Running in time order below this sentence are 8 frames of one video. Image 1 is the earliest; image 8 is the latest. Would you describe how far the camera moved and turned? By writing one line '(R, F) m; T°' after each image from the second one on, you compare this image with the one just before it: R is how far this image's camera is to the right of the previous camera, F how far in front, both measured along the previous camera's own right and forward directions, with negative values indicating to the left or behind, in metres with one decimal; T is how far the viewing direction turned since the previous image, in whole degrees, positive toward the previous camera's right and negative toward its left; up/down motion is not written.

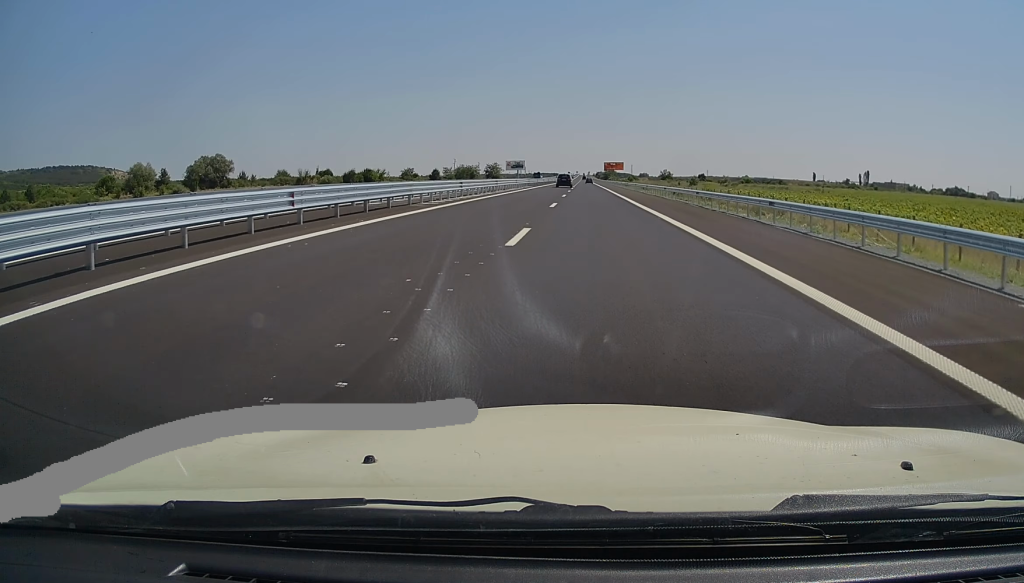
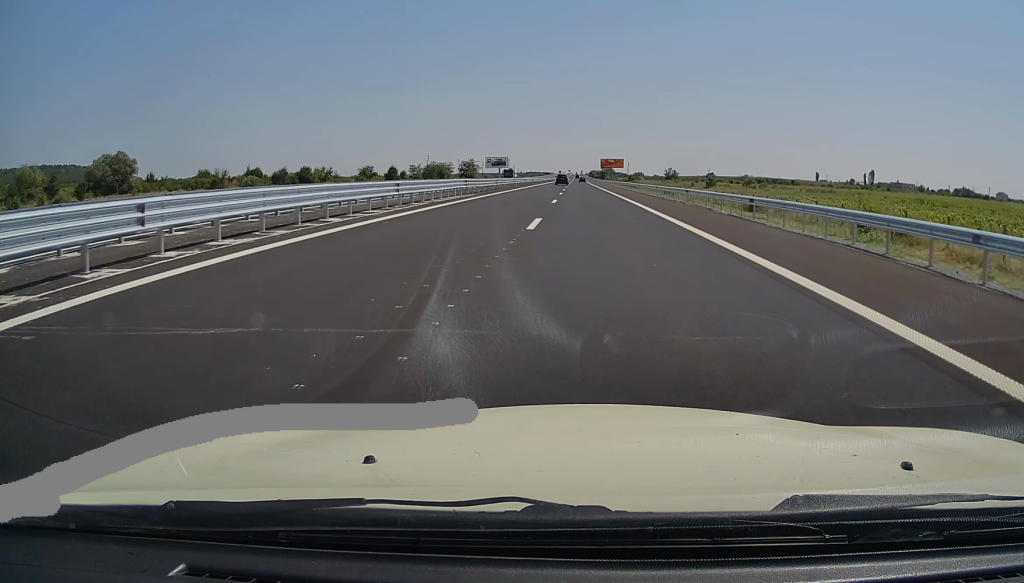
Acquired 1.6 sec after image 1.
(+0.5, +45.0) m; +1°
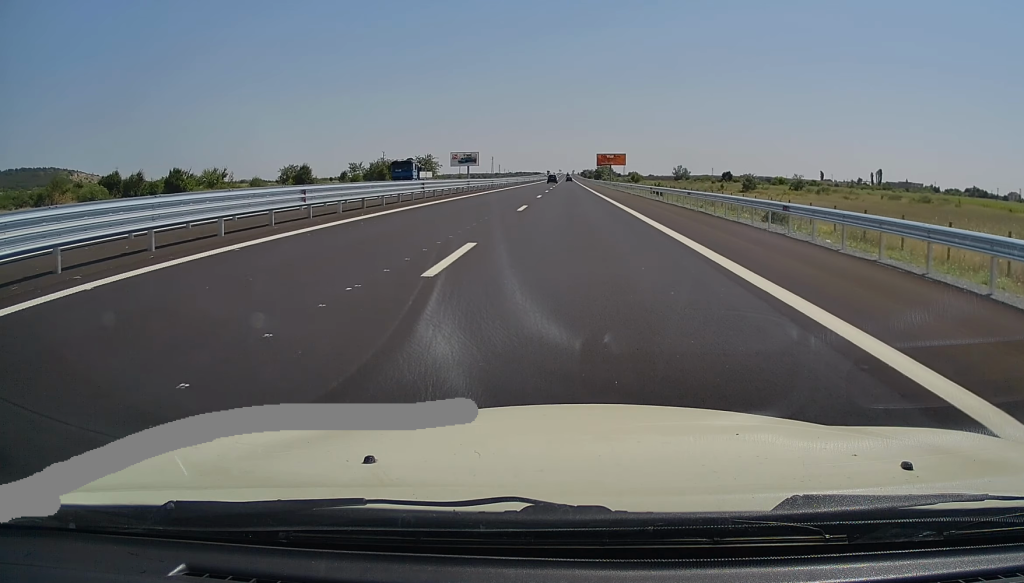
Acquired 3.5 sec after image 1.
(0.0, +55.0) m; 0°
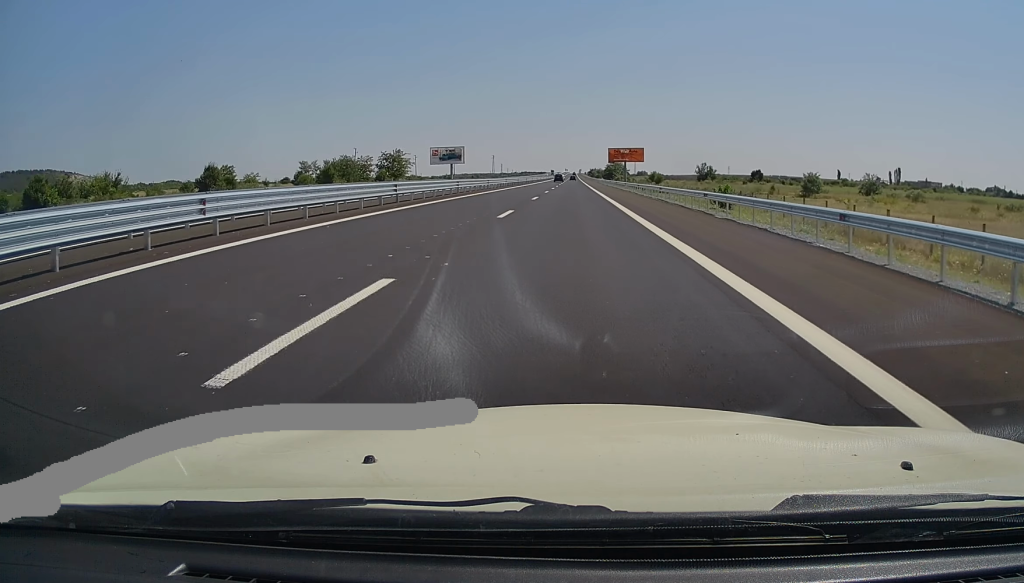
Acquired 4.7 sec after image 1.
(+0.3, +36.9) m; +1°
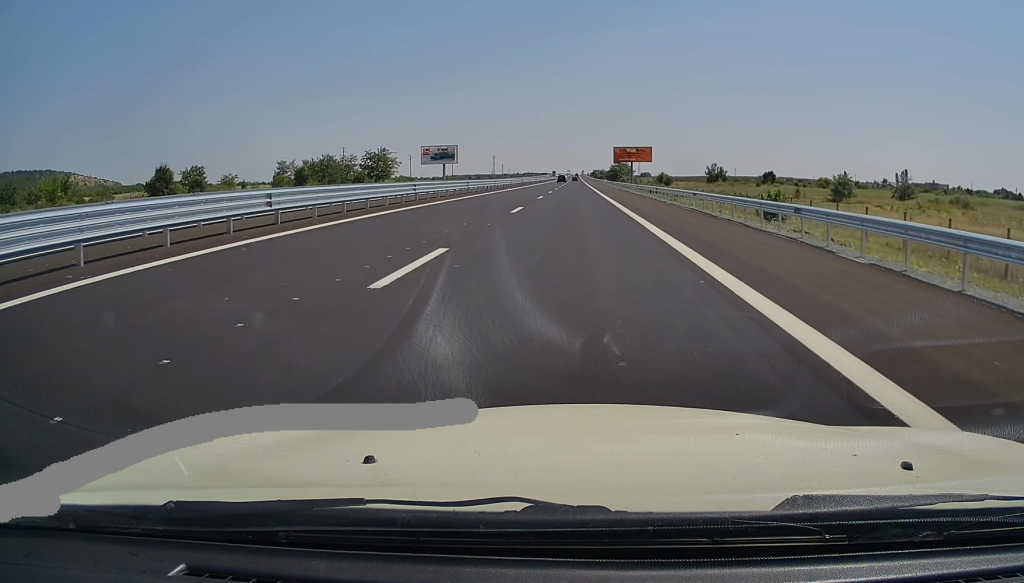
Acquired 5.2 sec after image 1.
(+0.2, +12.7) m; 0°
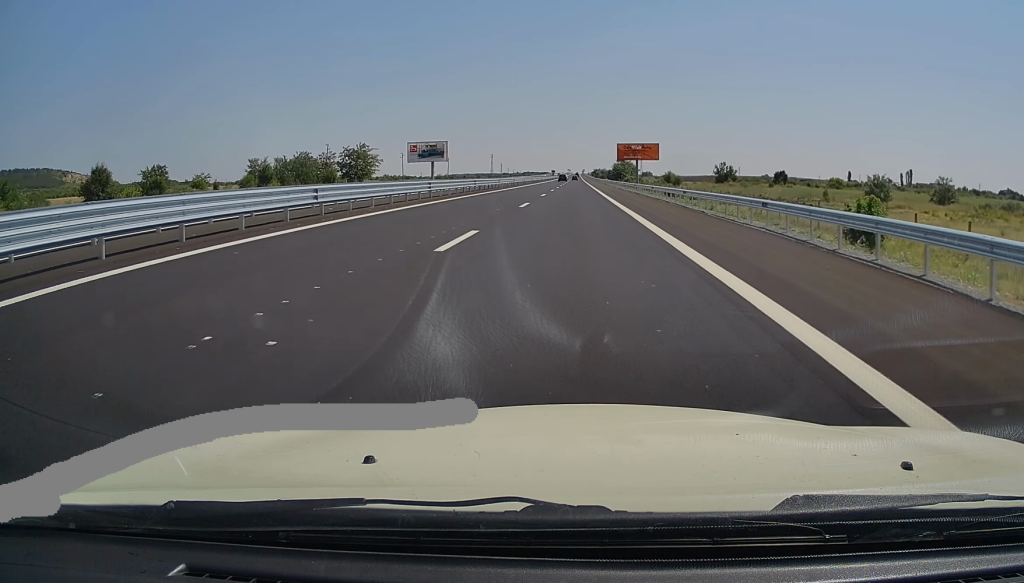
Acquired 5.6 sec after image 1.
(-0.2, +12.7) m; 0°
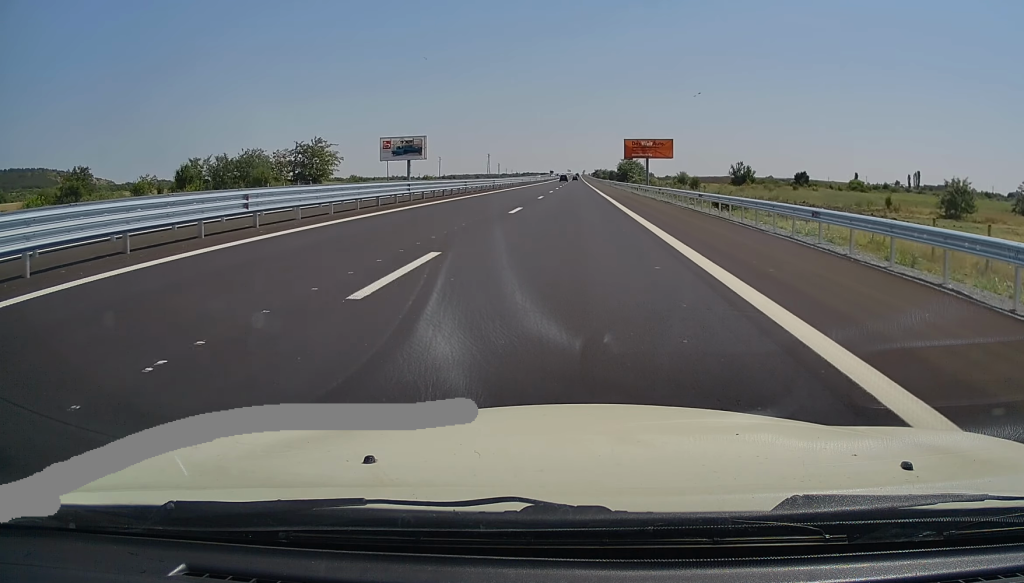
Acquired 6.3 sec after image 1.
(-0.2, +20.5) m; -1°
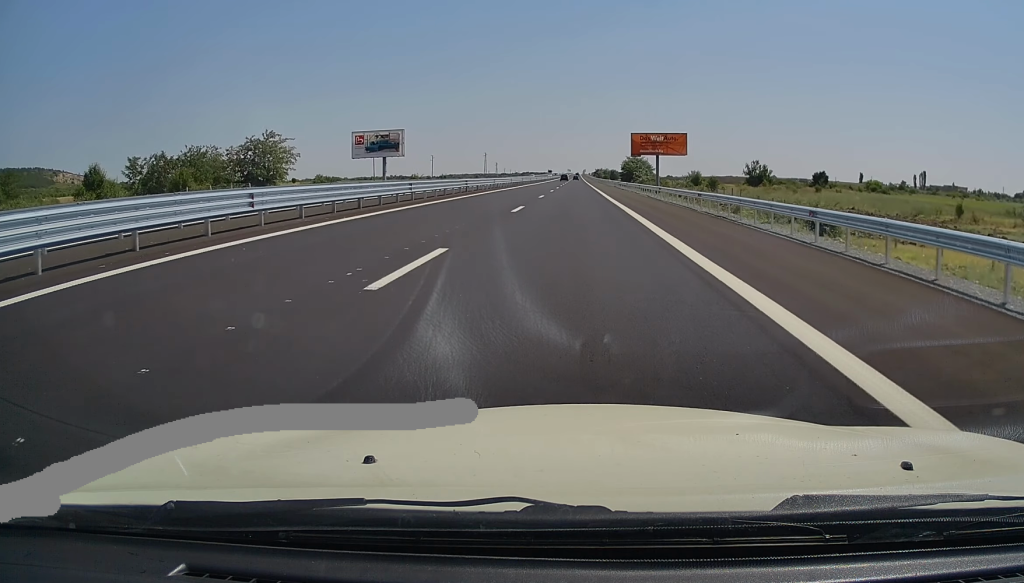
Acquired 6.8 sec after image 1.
(0.0, +15.7) m; 0°
